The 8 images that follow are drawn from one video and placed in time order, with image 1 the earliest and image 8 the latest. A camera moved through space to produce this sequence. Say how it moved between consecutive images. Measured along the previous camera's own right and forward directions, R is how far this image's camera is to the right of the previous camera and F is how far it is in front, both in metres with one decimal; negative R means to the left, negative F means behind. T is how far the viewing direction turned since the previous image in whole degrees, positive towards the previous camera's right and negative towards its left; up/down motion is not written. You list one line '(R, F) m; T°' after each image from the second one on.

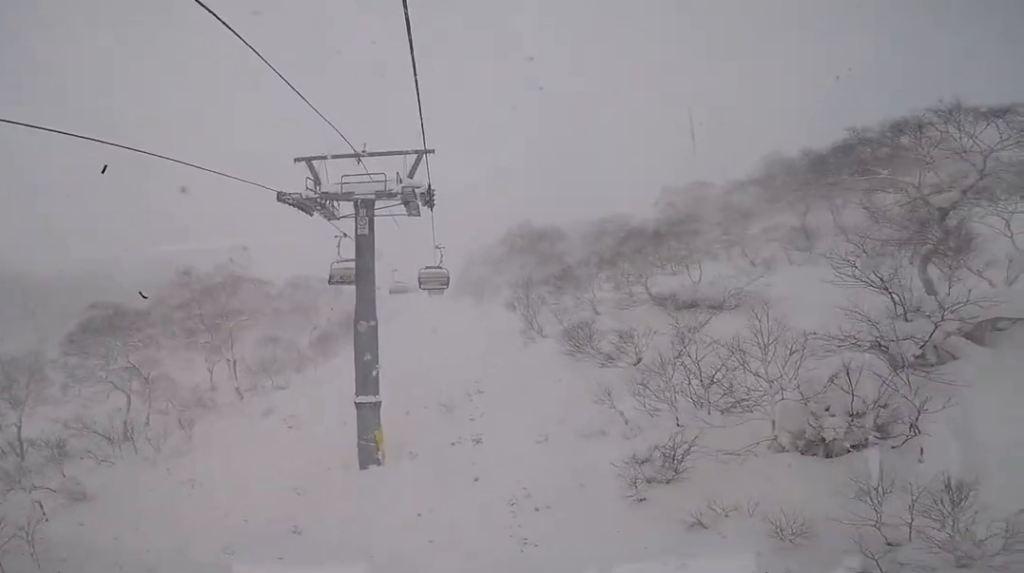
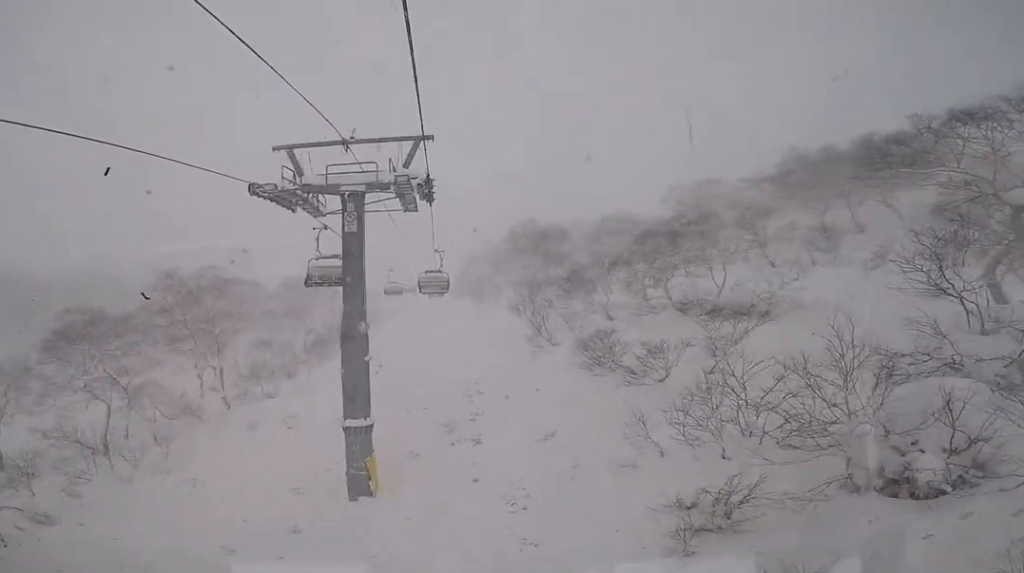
(0.0, +2.1) m; 0°
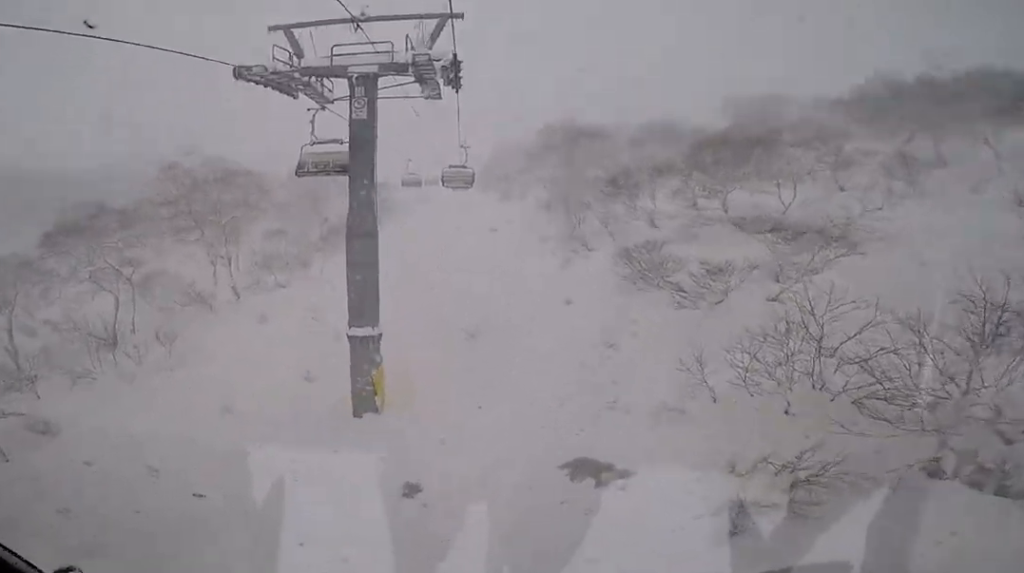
(0.0, +1.9) m; 0°
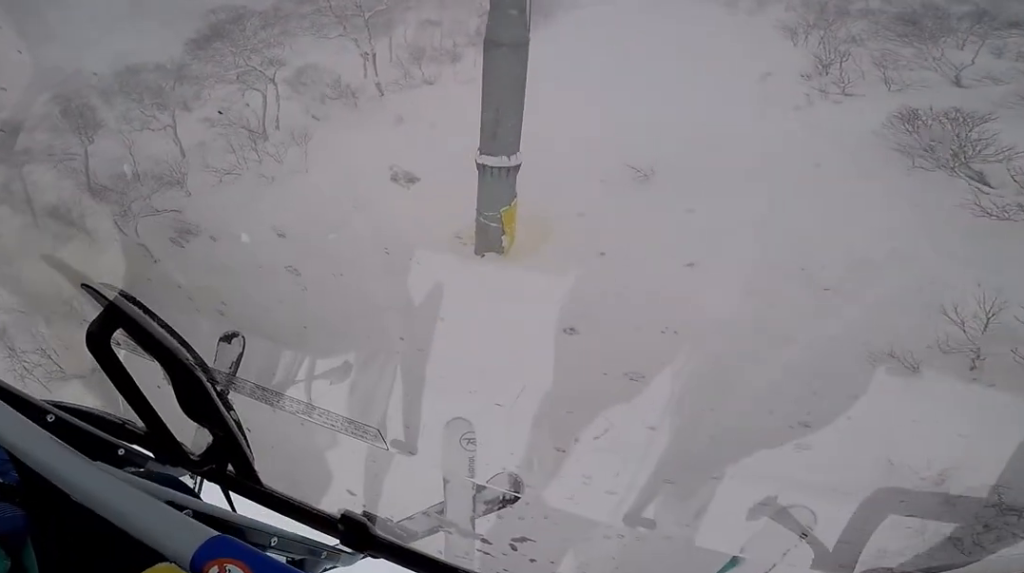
(0.0, +2.3) m; +1°
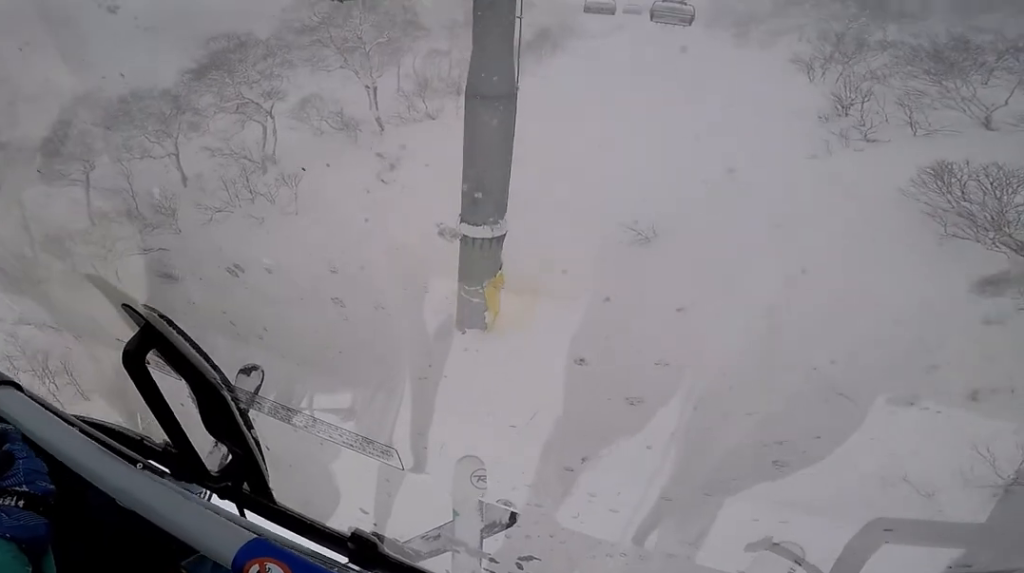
(0.0, +1.8) m; +2°
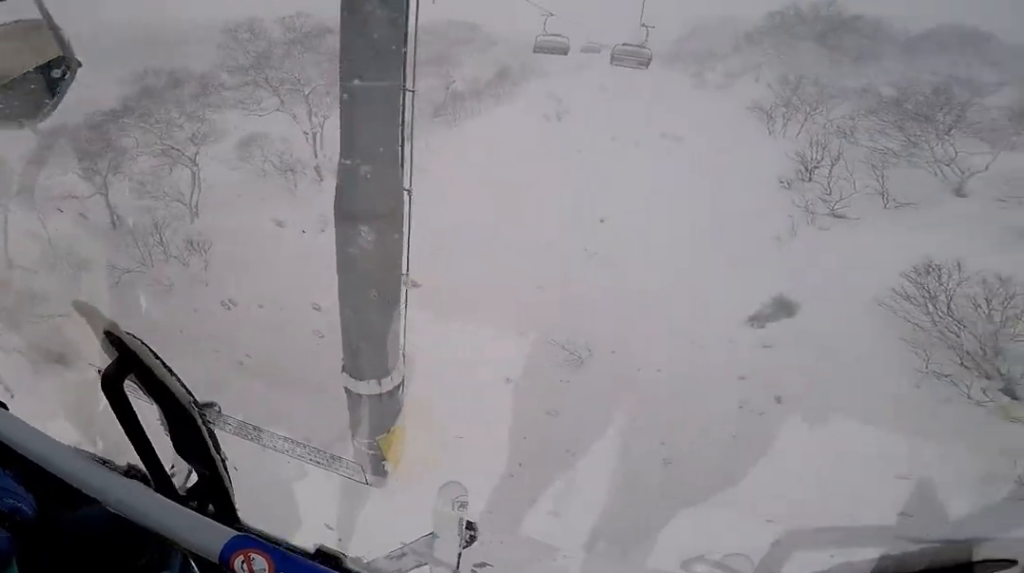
(+0.2, +3.2) m; +11°
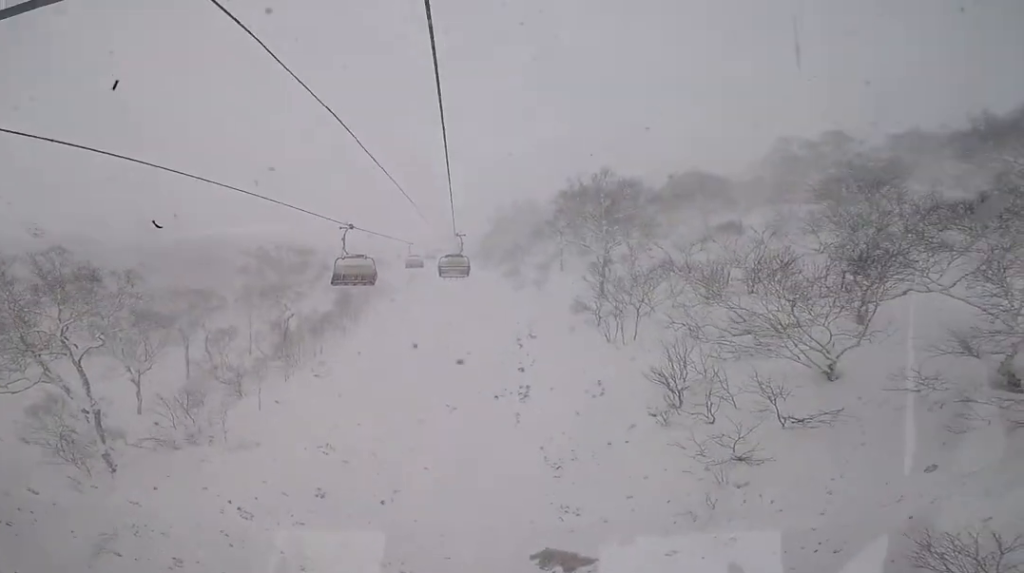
(+1.1, +5.2) m; +4°
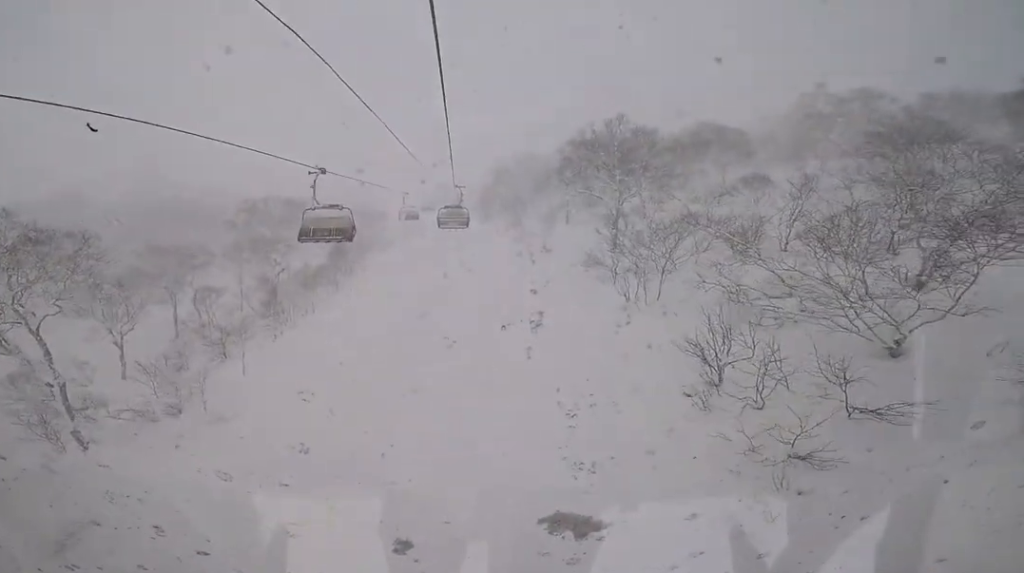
(-0.3, +2.1) m; -7°
